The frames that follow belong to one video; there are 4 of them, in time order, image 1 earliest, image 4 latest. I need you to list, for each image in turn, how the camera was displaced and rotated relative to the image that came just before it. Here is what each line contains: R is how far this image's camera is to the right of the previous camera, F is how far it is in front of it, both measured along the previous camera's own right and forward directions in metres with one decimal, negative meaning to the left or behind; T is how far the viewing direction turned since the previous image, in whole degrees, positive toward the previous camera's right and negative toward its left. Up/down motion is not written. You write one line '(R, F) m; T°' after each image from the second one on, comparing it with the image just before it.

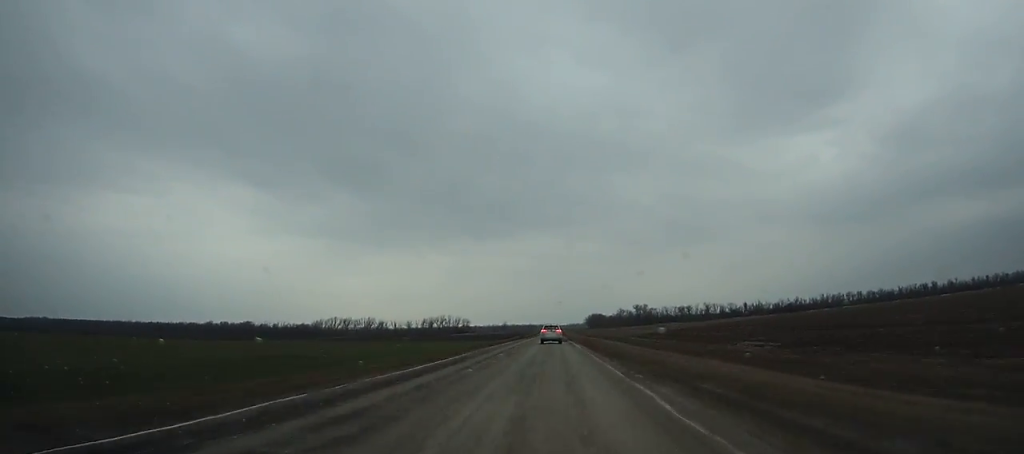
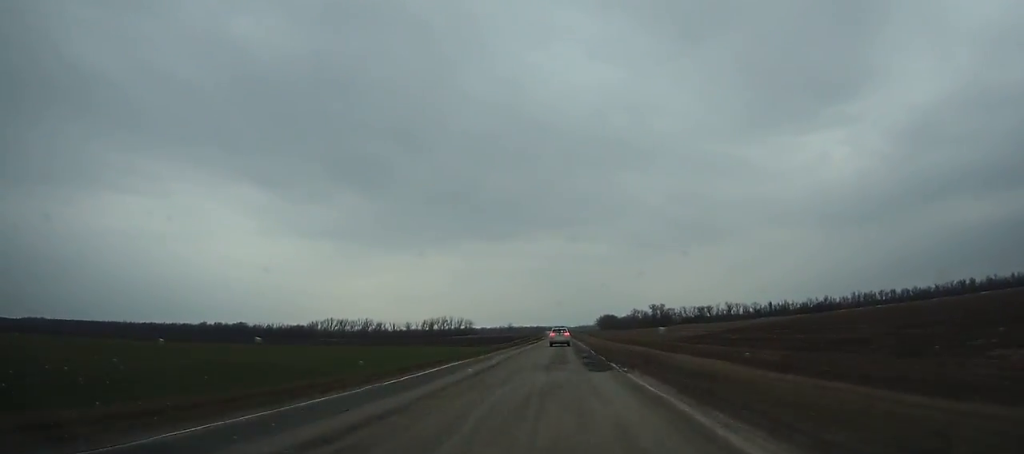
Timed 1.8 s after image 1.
(-0.2, +39.2) m; 0°
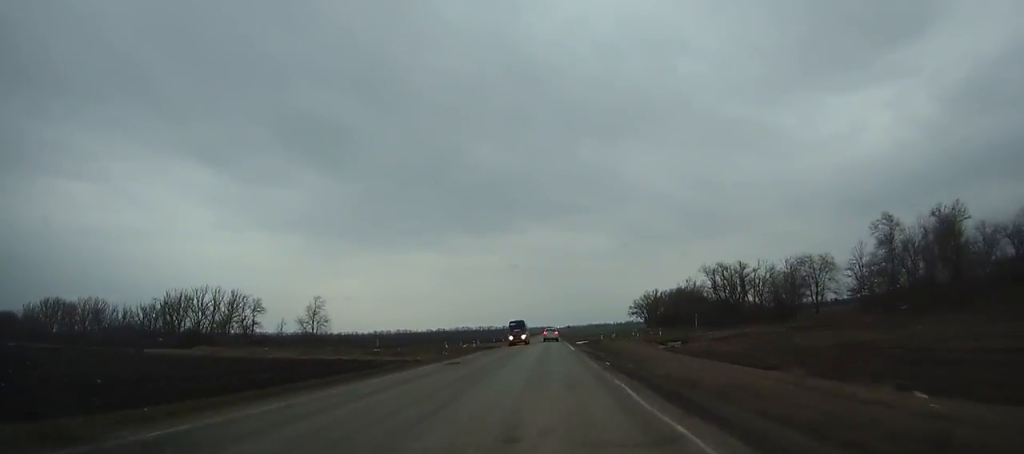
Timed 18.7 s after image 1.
(+1.6, +387.8) m; +1°
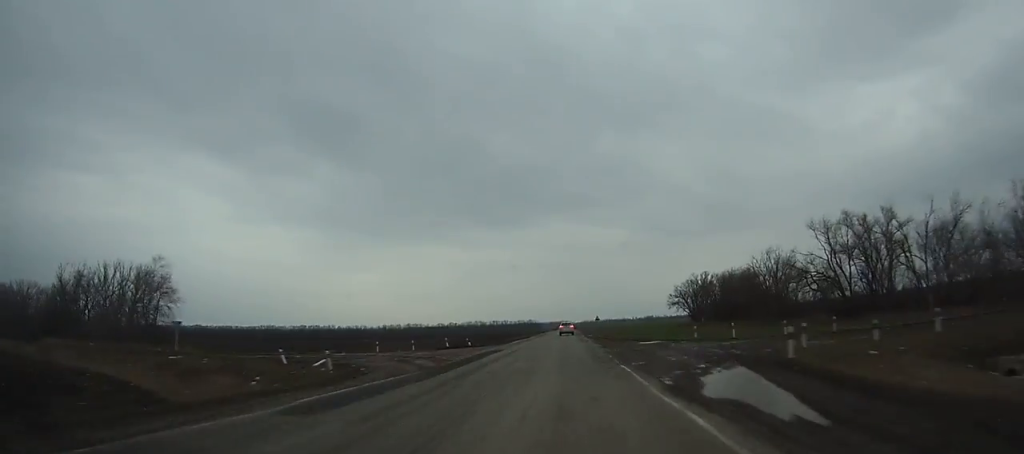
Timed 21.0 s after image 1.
(-0.2, +54.9) m; 0°
